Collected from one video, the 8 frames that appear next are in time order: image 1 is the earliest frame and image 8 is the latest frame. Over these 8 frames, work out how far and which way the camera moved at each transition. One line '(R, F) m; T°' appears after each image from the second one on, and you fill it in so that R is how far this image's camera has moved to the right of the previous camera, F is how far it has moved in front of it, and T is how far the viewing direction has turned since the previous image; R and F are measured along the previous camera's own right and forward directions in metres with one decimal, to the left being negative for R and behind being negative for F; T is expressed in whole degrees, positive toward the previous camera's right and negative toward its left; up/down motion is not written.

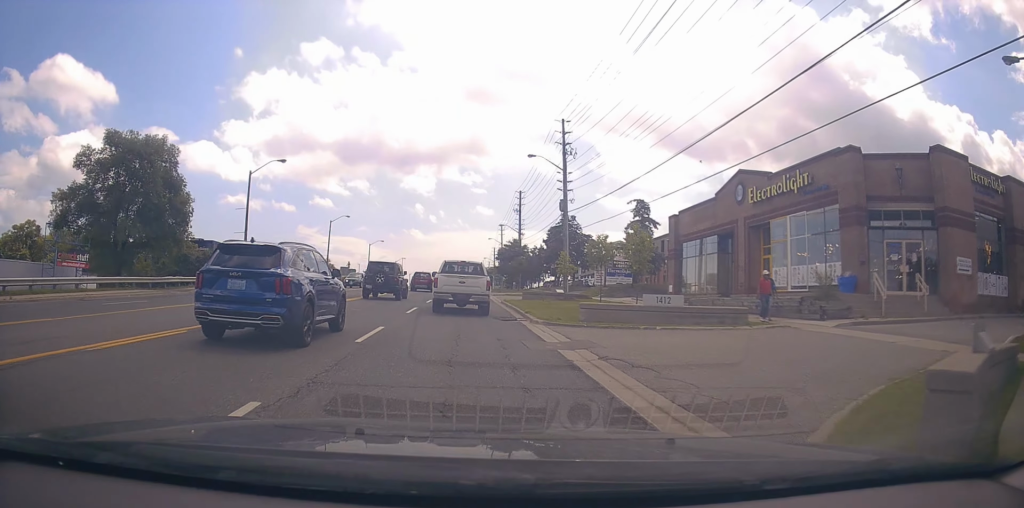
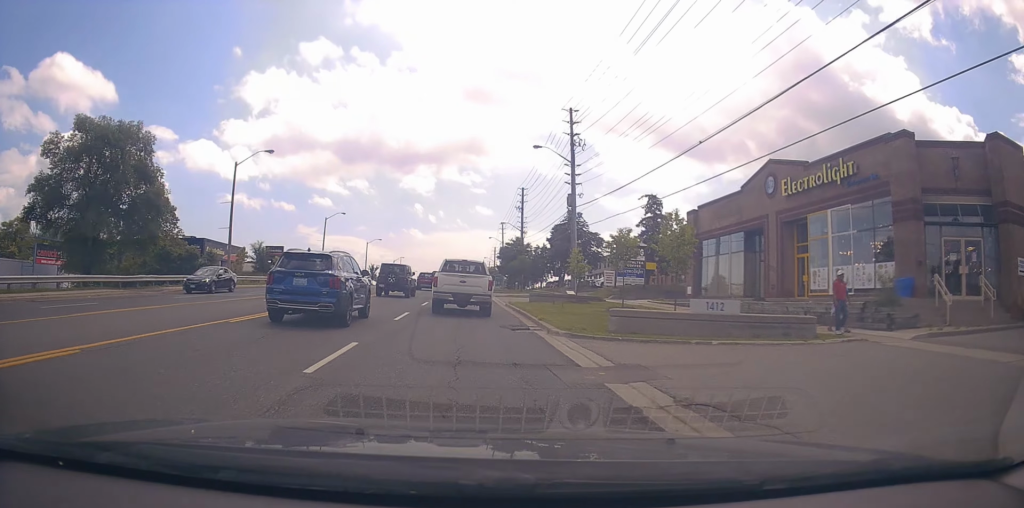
(0.0, +4.2) m; 0°
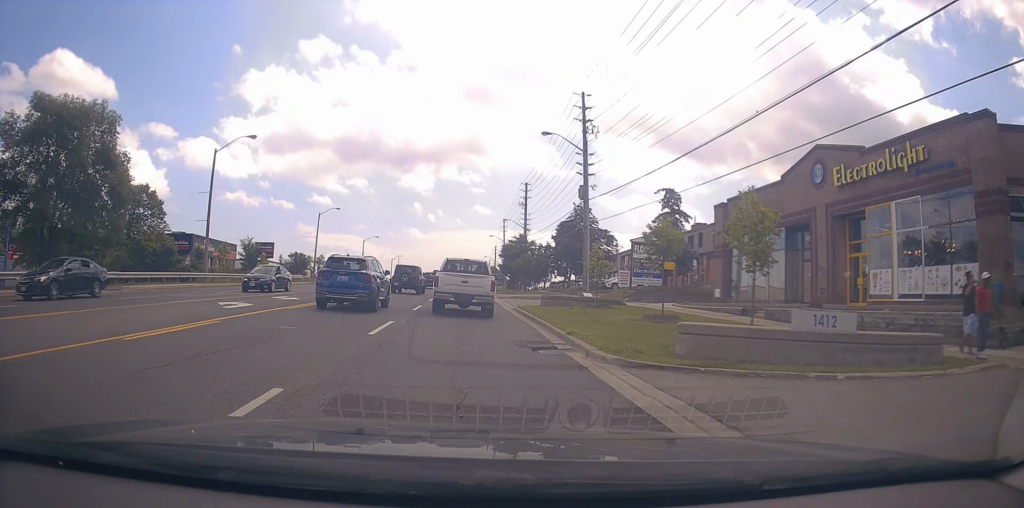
(0.0, +5.0) m; 0°
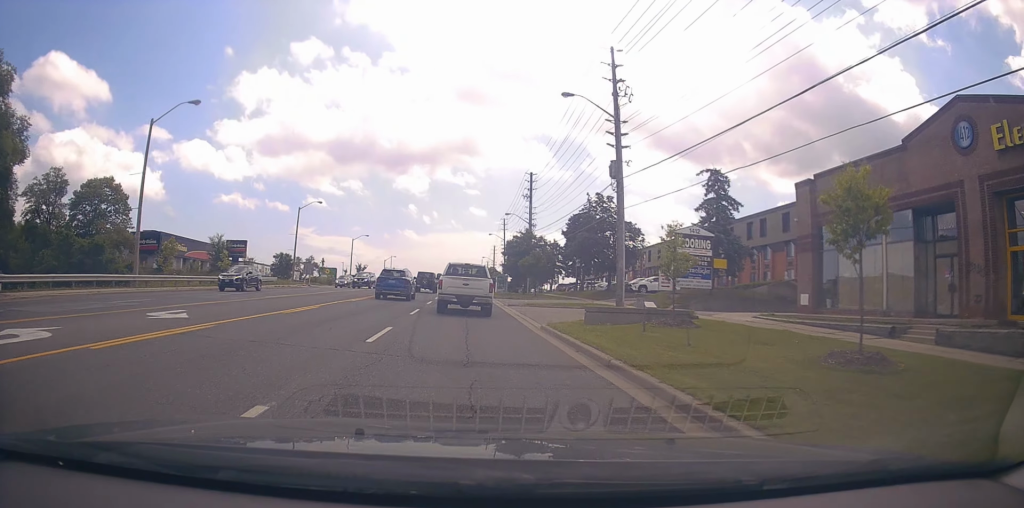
(+0.3, +10.9) m; -2°
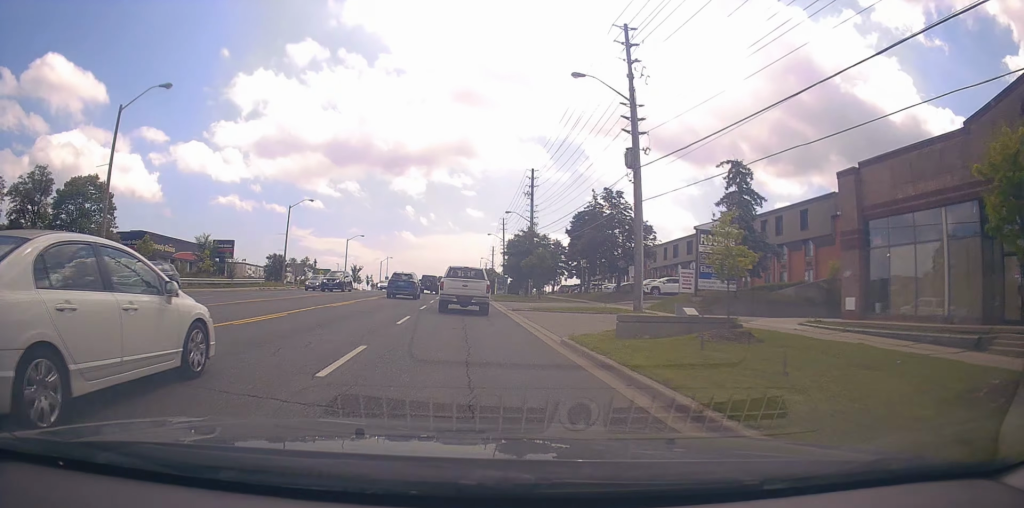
(-0.2, +4.0) m; -1°
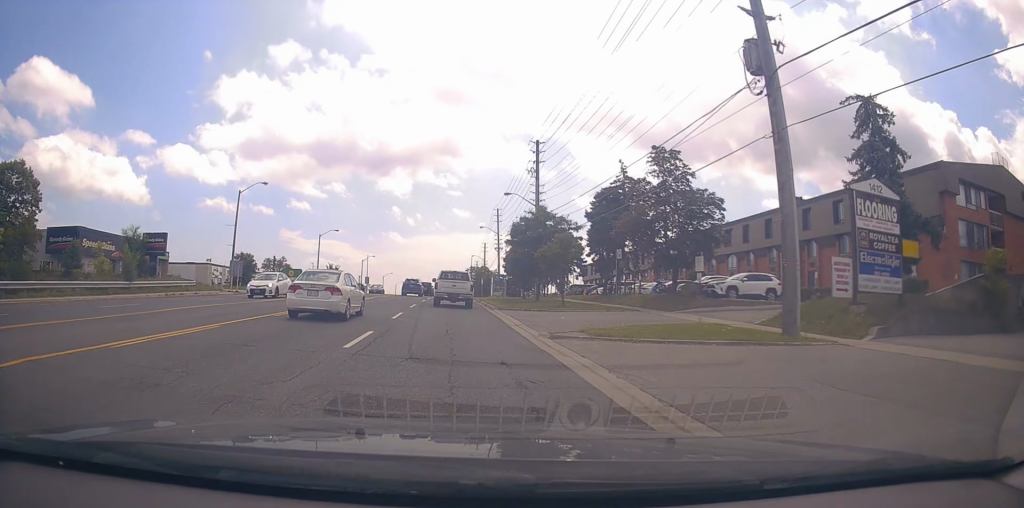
(-0.3, +12.8) m; -1°
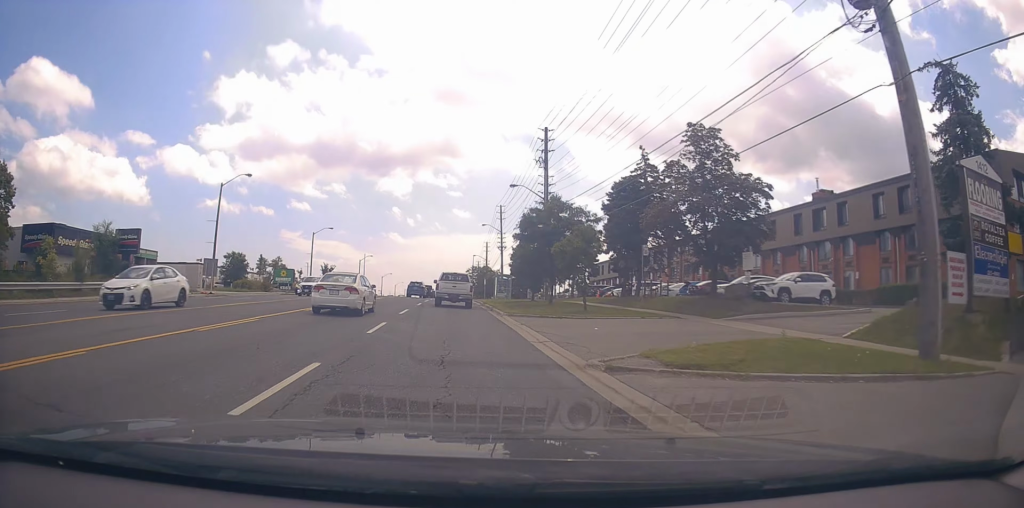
(-0.3, +3.7) m; +1°
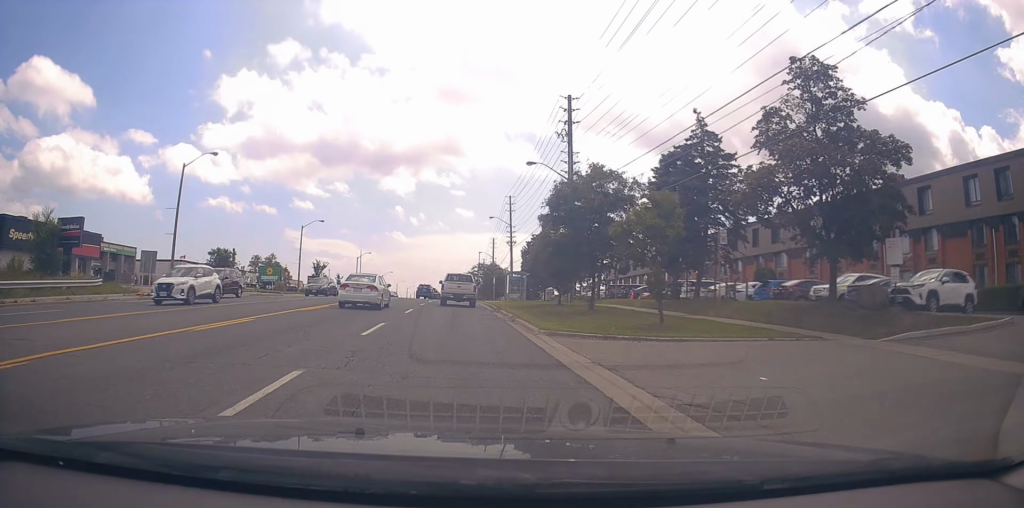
(+0.7, +7.0) m; +3°
